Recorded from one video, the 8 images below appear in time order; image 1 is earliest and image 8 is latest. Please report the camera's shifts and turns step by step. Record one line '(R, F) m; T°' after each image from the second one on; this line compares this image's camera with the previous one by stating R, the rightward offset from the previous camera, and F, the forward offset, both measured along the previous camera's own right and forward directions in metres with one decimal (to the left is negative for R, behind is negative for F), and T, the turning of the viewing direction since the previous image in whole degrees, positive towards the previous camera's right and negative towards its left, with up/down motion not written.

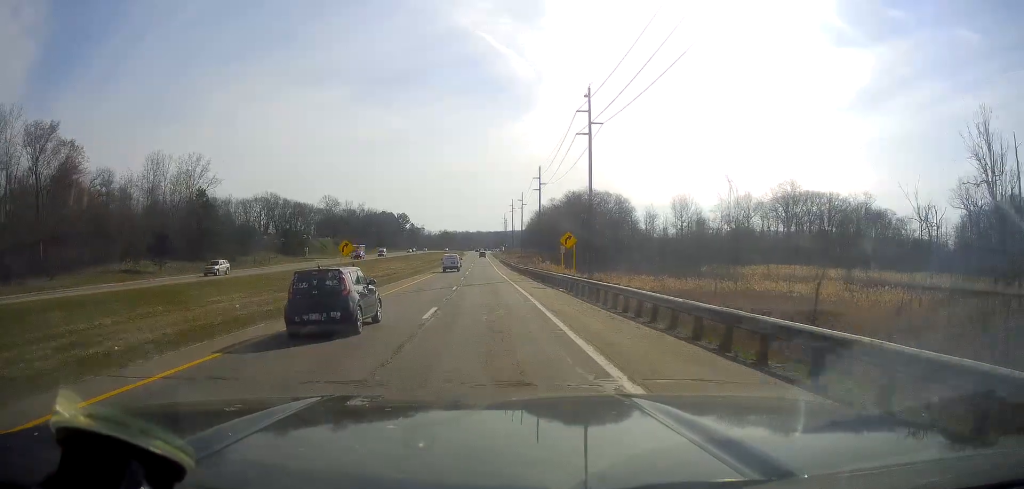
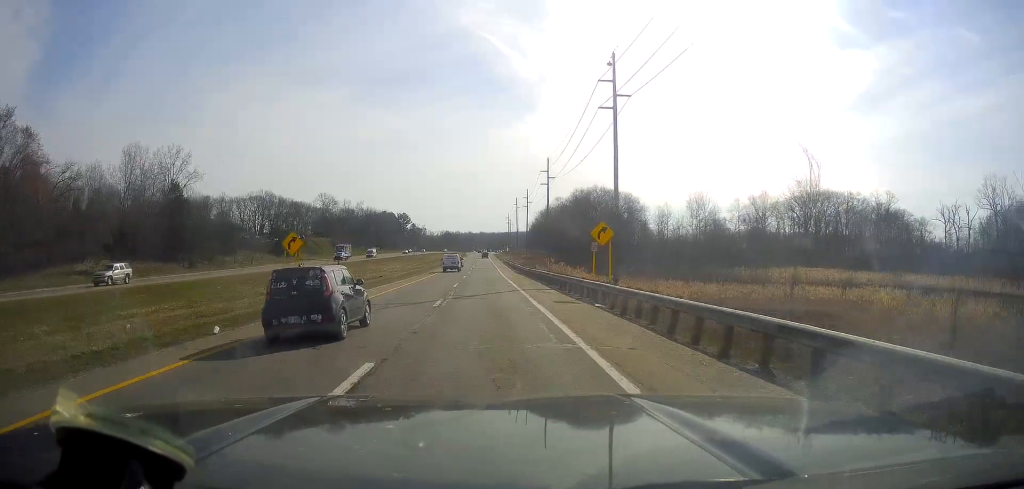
(+0.3, +11.4) m; -1°
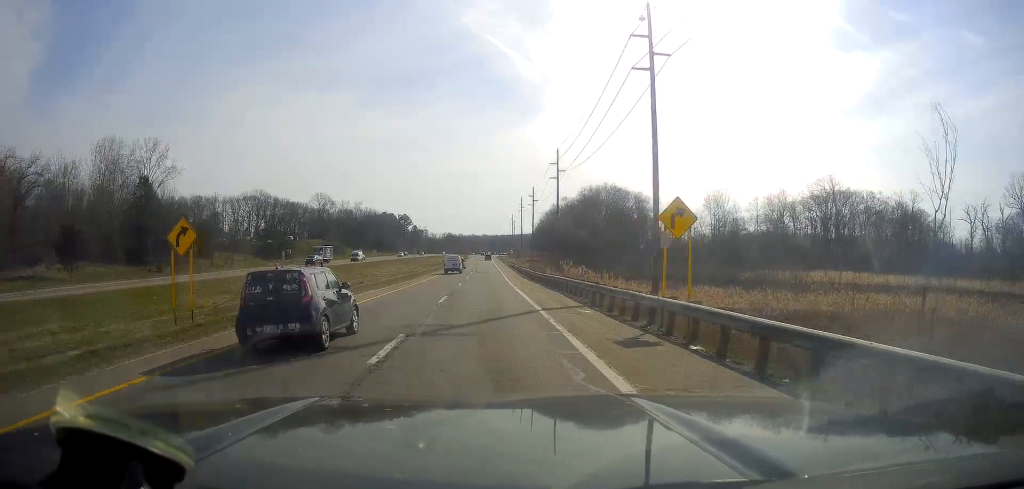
(-0.2, +11.4) m; -1°
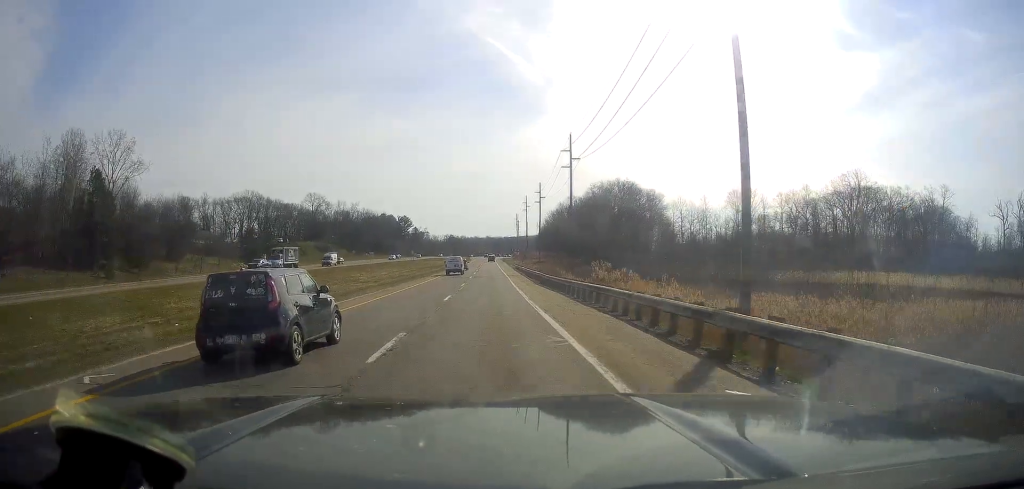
(-0.4, +13.9) m; -1°
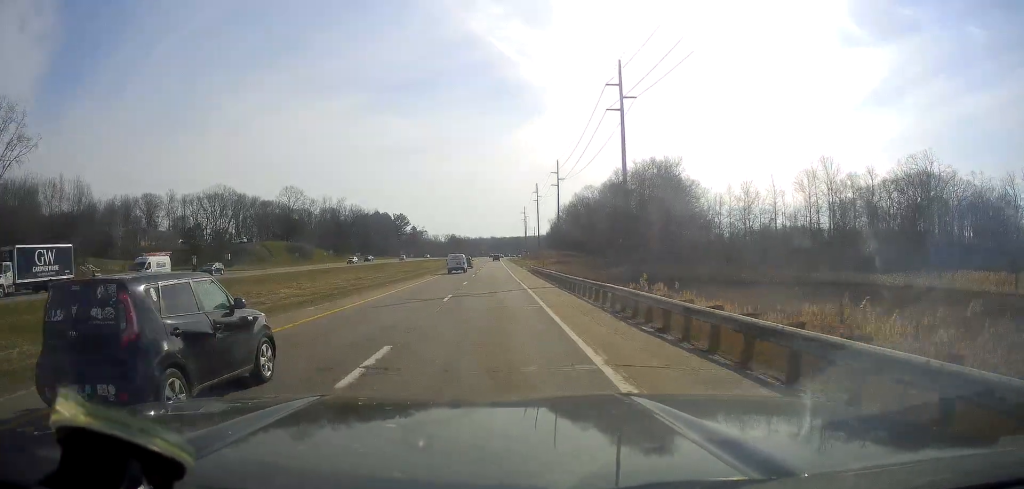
(+0.3, +33.2) m; 0°
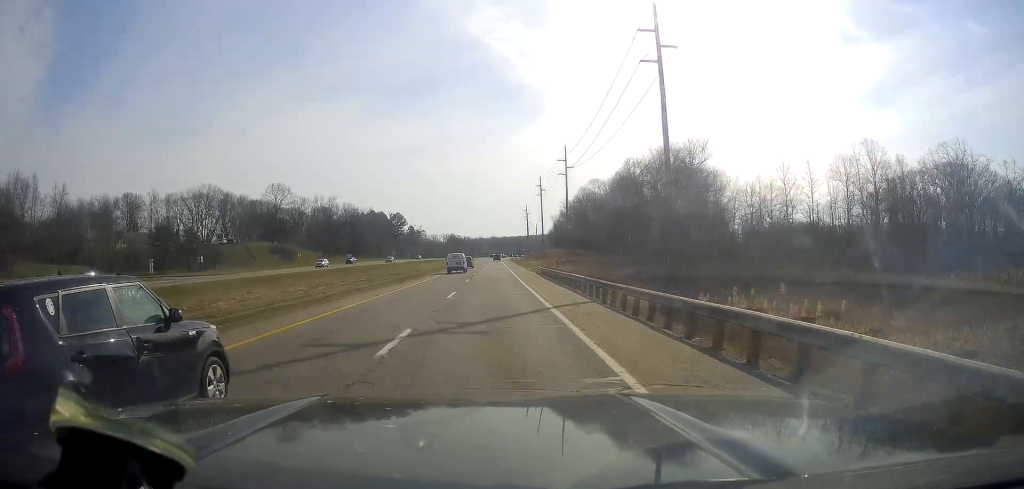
(0.0, +13.3) m; 0°
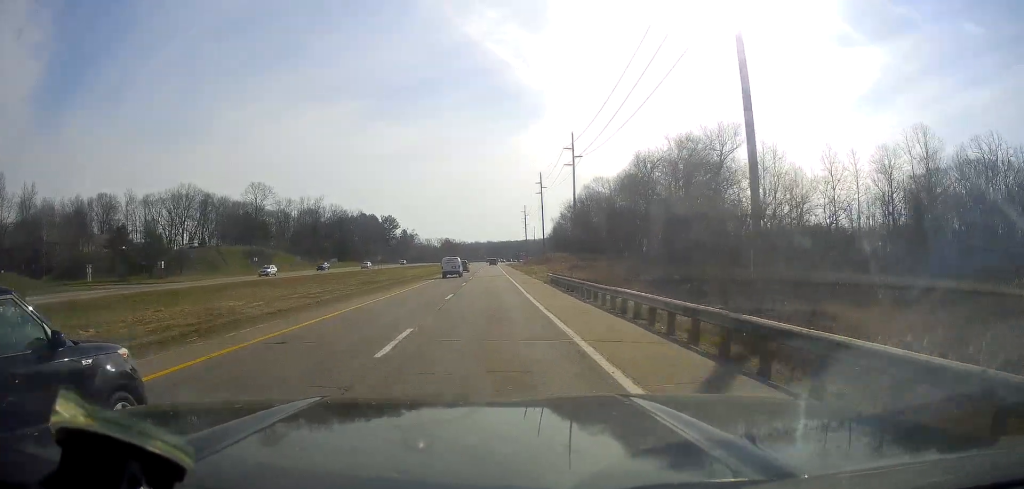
(0.0, +14.1) m; 0°
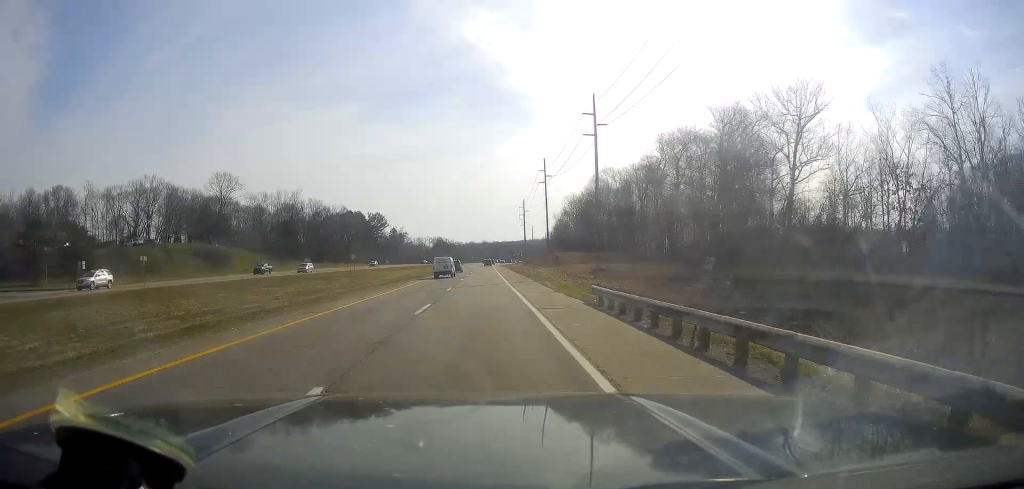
(+0.1, +22.4) m; -1°
